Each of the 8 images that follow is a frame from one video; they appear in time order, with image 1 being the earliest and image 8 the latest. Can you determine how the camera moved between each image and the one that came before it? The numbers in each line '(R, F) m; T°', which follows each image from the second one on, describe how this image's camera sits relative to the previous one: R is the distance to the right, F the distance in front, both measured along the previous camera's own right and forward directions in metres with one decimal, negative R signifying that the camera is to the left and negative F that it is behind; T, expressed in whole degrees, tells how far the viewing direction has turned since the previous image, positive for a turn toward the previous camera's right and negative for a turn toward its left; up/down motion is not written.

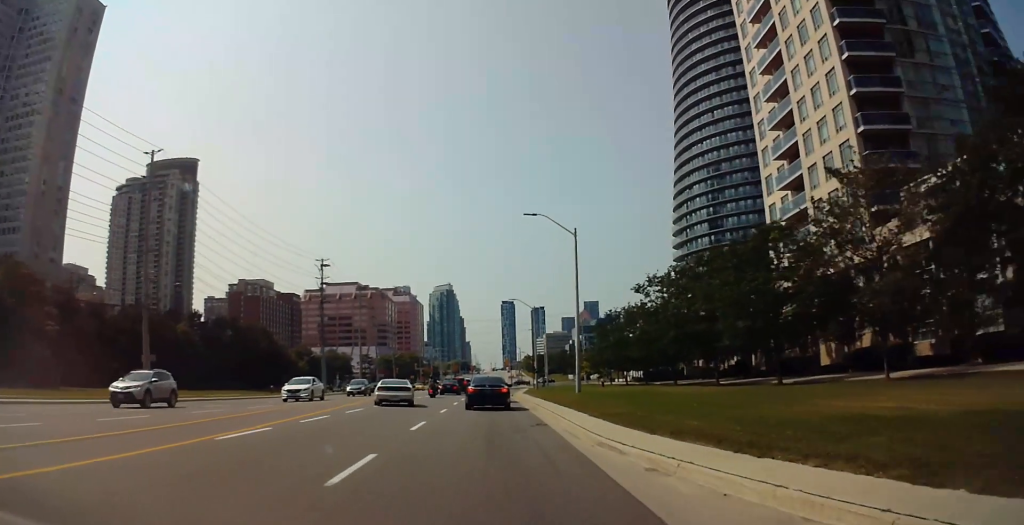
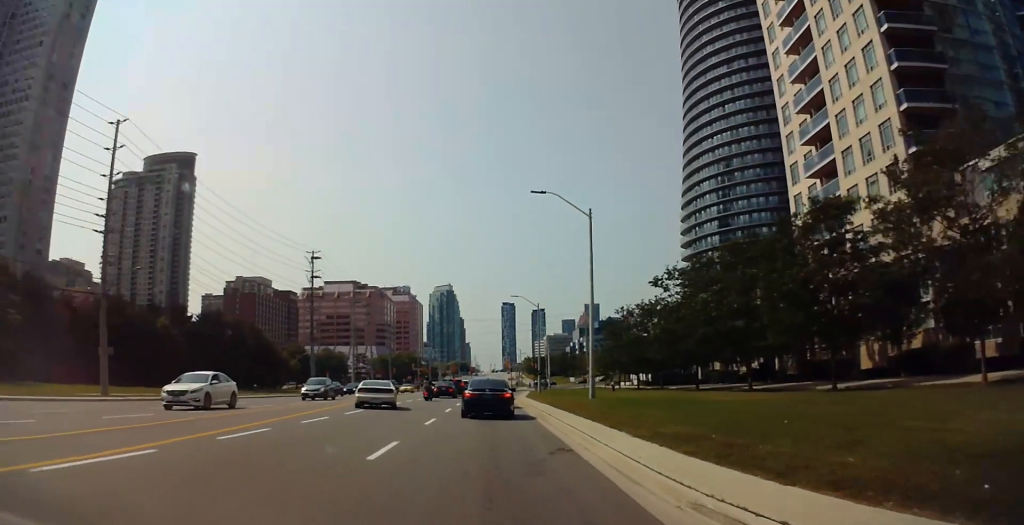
(-0.1, +7.8) m; 0°
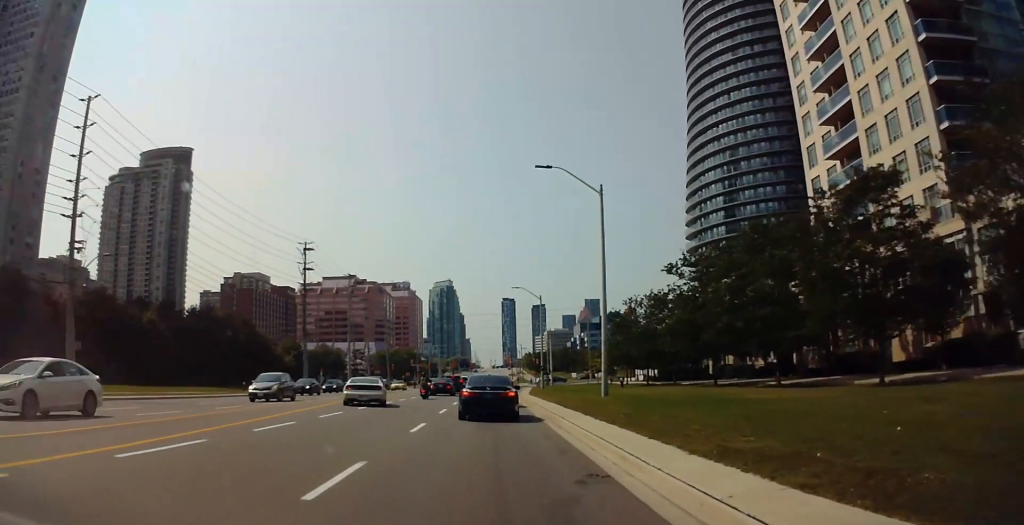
(+0.2, +5.3) m; 0°
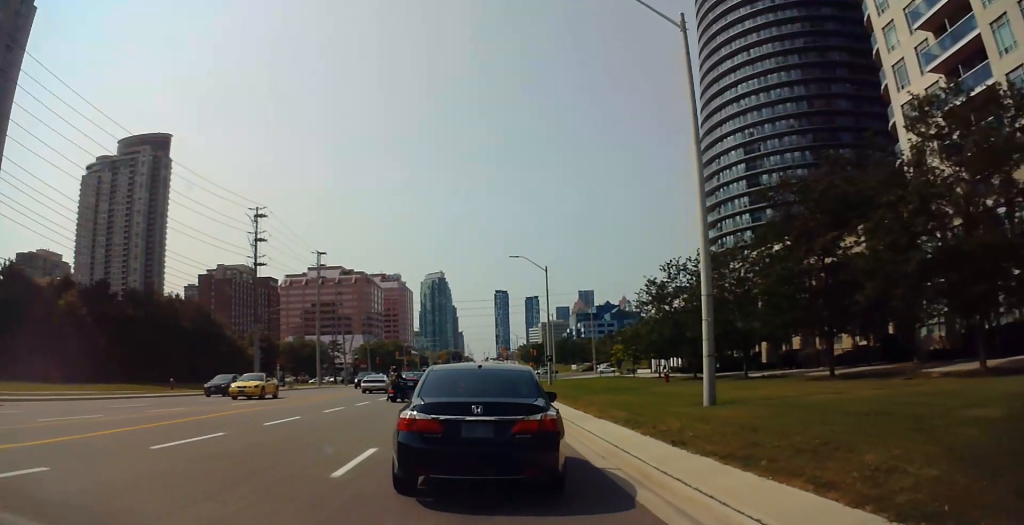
(-0.4, +28.5) m; +1°
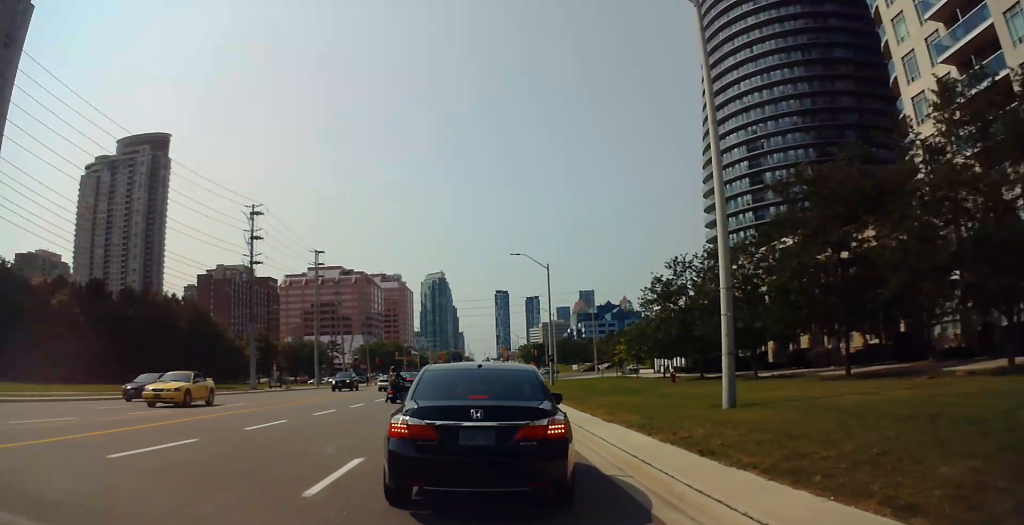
(0.0, +4.4) m; +1°
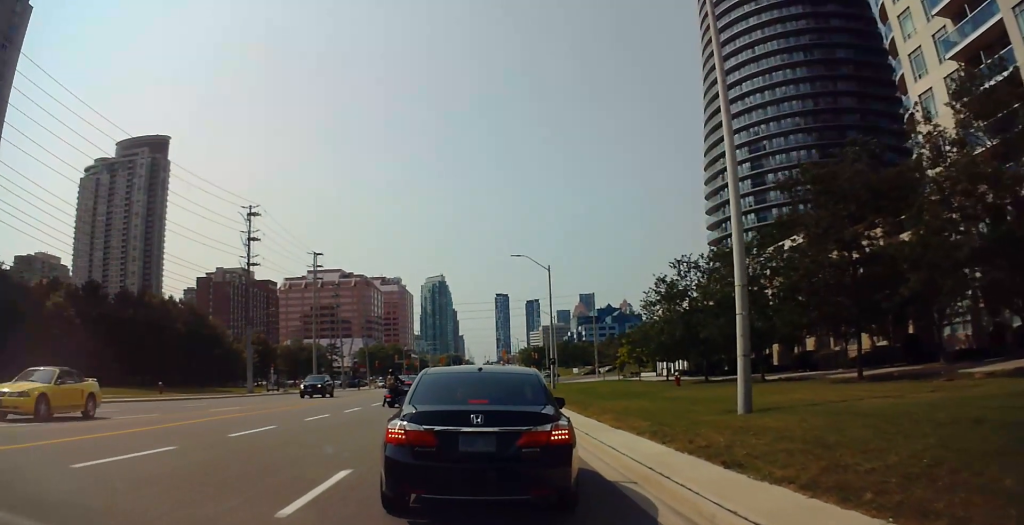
(0.0, +3.7) m; -1°
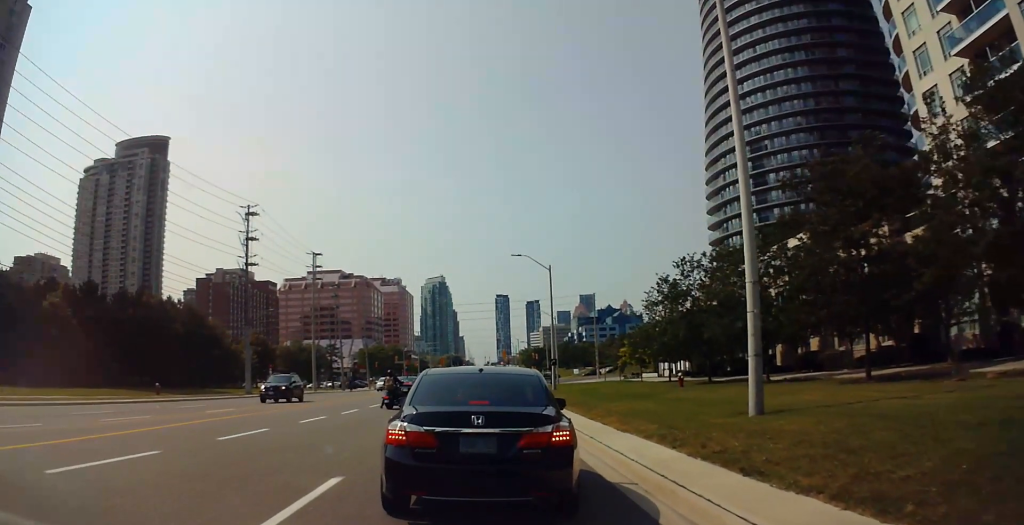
(0.0, +2.9) m; -1°
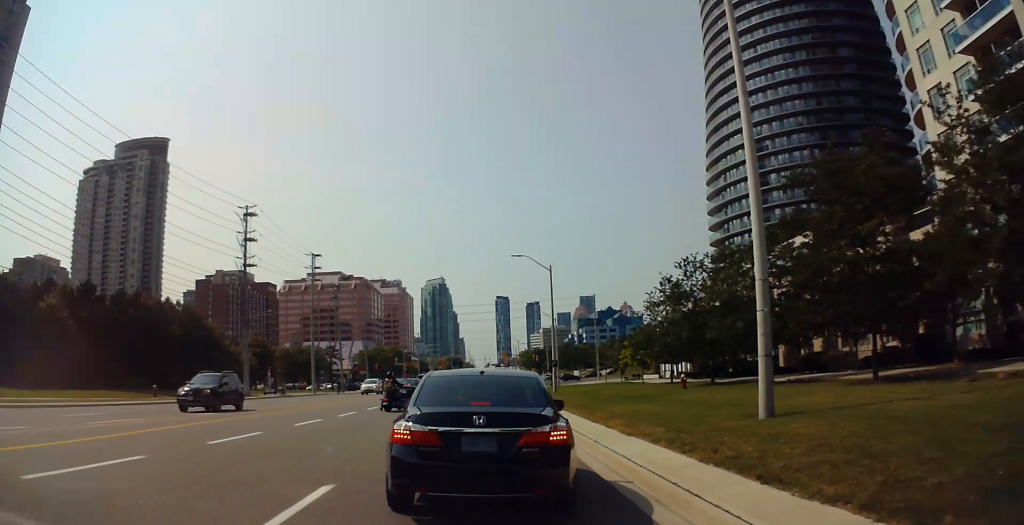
(-0.1, +2.9) m; -1°
